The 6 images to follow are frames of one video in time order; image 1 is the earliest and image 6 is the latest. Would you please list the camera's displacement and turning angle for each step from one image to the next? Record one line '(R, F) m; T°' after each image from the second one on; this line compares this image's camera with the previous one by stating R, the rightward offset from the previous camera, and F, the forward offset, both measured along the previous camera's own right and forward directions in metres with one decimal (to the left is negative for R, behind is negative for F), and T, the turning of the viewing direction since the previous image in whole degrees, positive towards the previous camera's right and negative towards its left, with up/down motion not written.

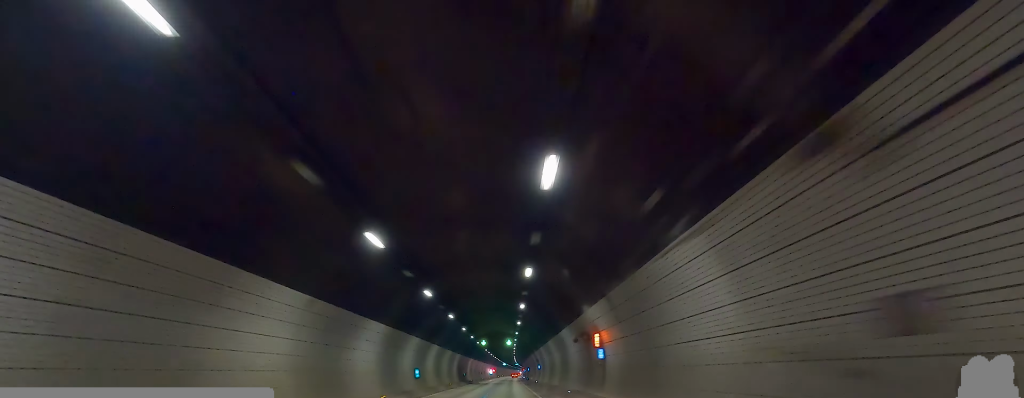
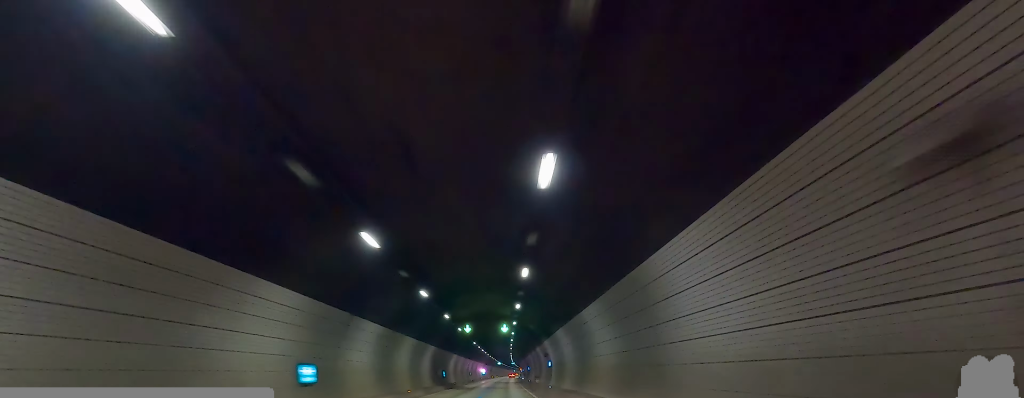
(-0.4, +23.0) m; +2°
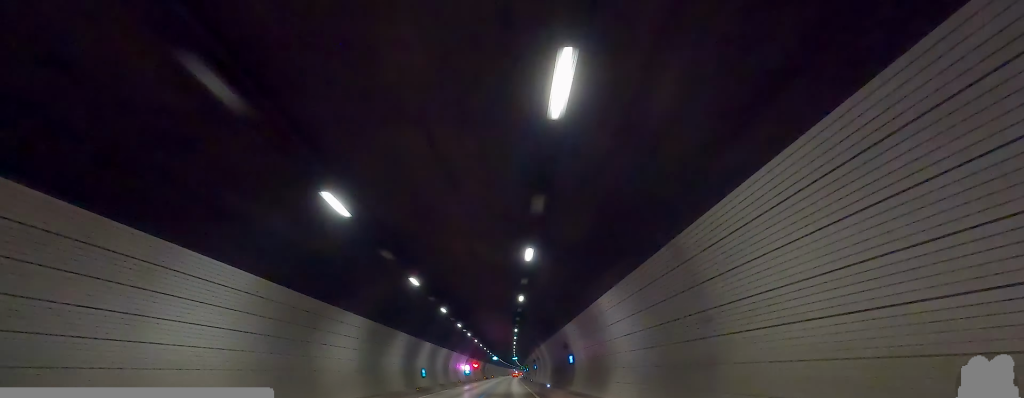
(+1.8, +60.8) m; -1°
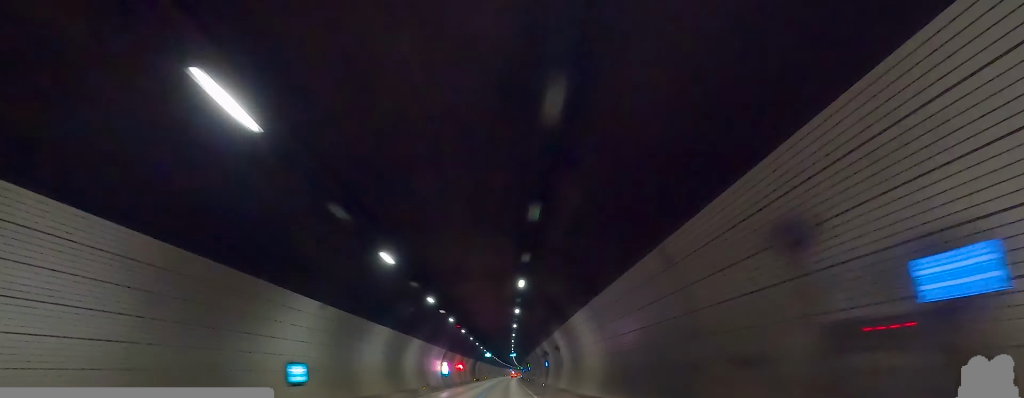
(-0.6, +27.8) m; 0°
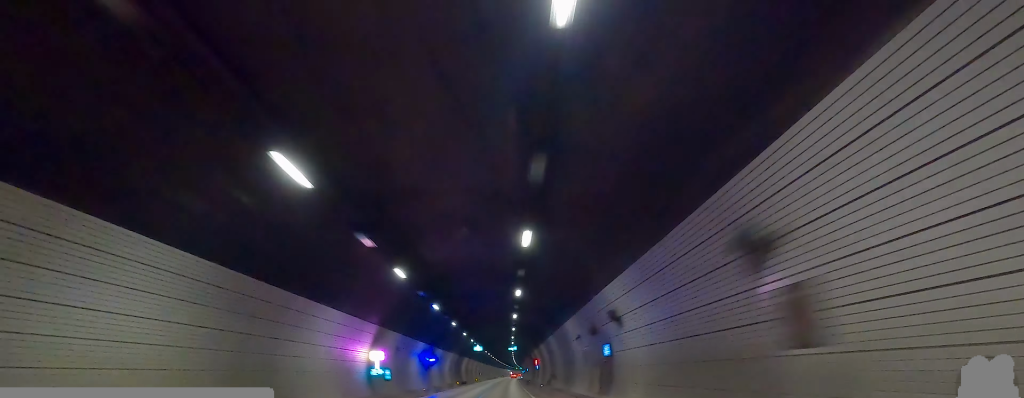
(+0.8, +30.9) m; 0°
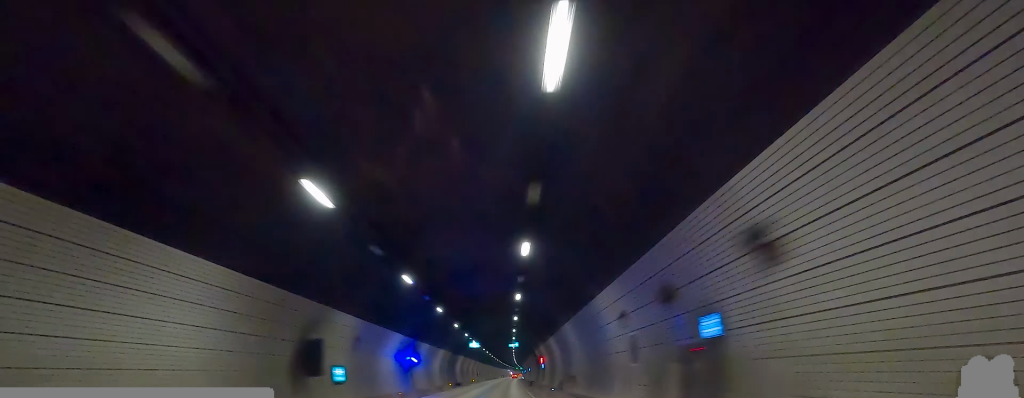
(+0.2, +9.7) m; -1°
